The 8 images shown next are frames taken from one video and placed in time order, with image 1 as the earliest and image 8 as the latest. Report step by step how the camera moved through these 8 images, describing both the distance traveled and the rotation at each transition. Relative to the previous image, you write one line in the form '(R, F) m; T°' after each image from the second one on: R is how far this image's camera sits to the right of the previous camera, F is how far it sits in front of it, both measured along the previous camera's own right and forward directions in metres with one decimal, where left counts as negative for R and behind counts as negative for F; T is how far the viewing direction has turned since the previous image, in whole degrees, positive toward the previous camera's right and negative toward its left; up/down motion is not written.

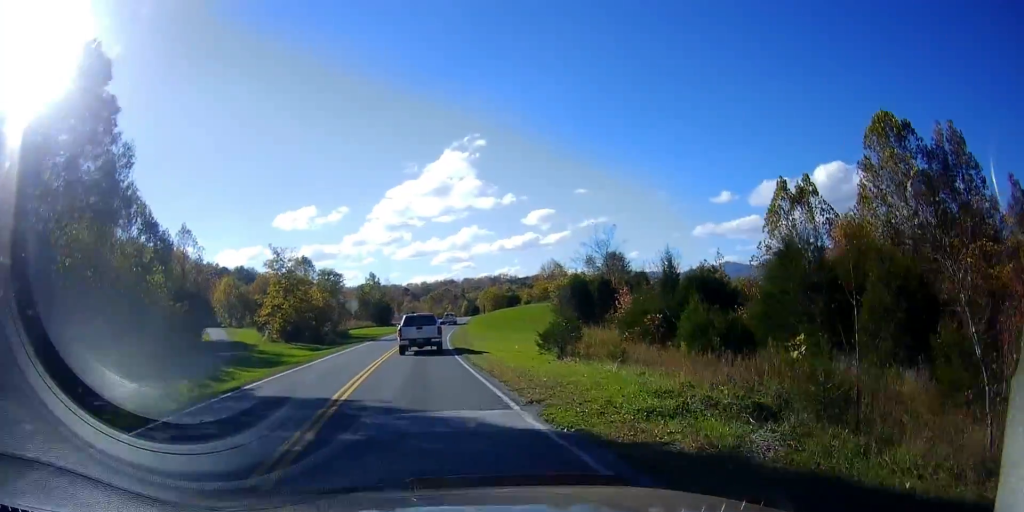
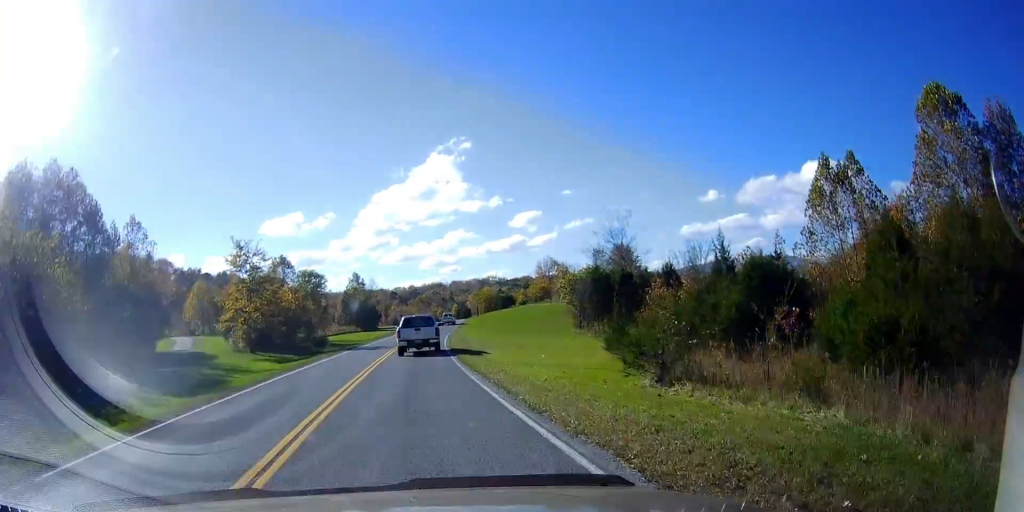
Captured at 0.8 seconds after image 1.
(+0.2, +10.1) m; 0°
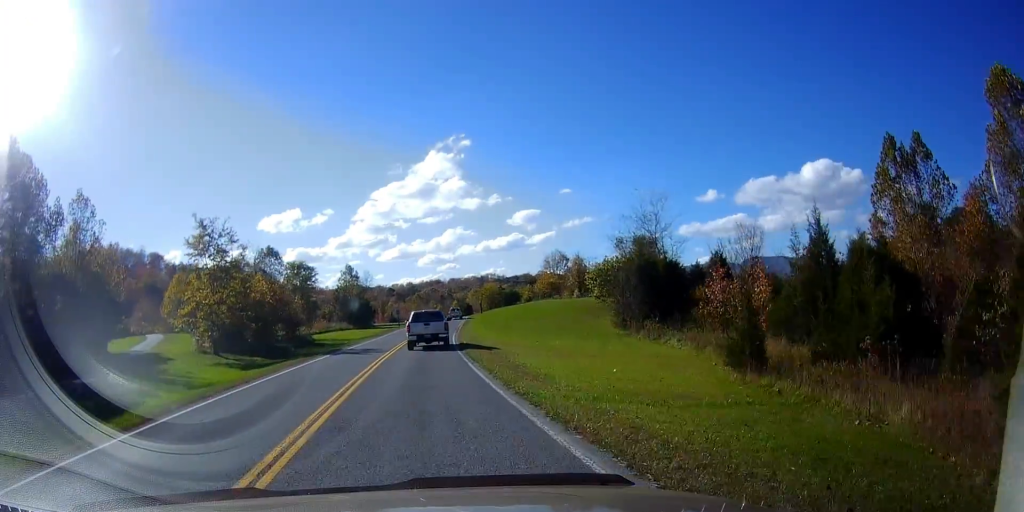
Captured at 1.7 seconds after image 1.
(0.0, +10.2) m; -1°
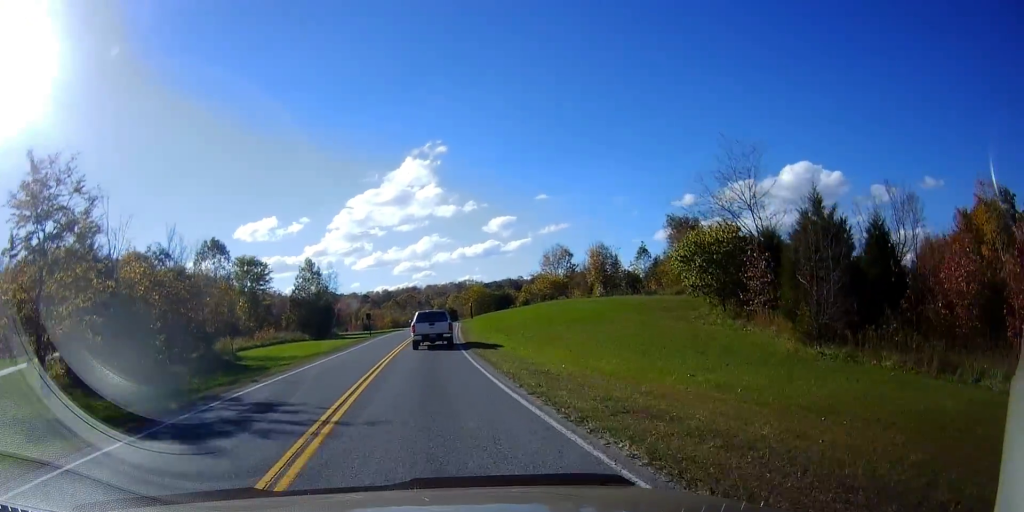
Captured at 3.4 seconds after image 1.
(+0.4, +21.3) m; +2°
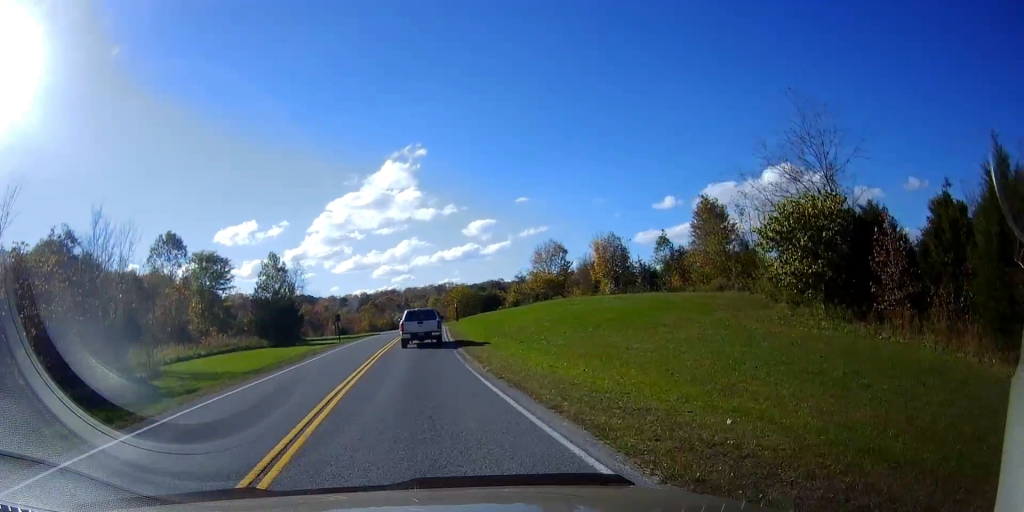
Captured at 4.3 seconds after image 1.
(-0.4, +10.8) m; -2°
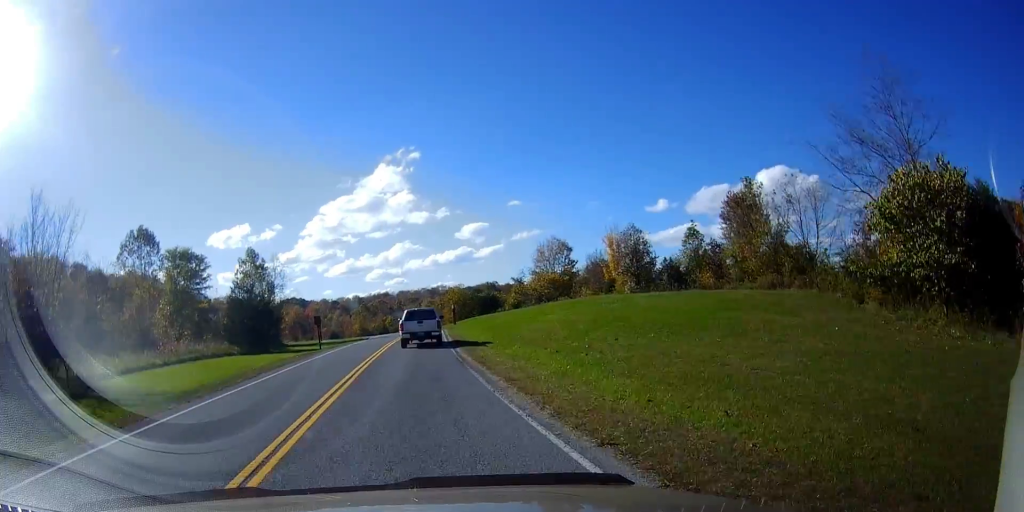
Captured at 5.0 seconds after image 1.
(0.0, +7.4) m; +2°
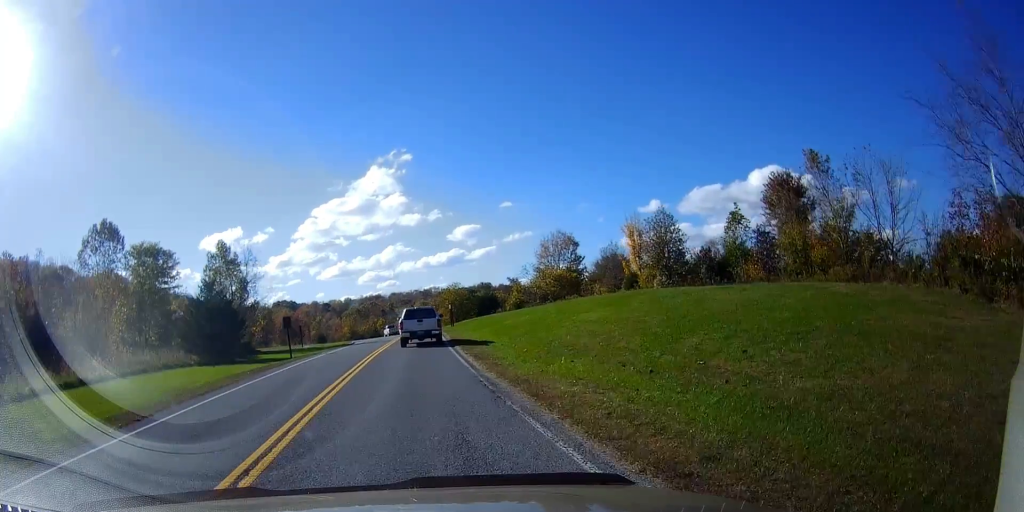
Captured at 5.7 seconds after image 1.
(+0.1, +8.2) m; +2°
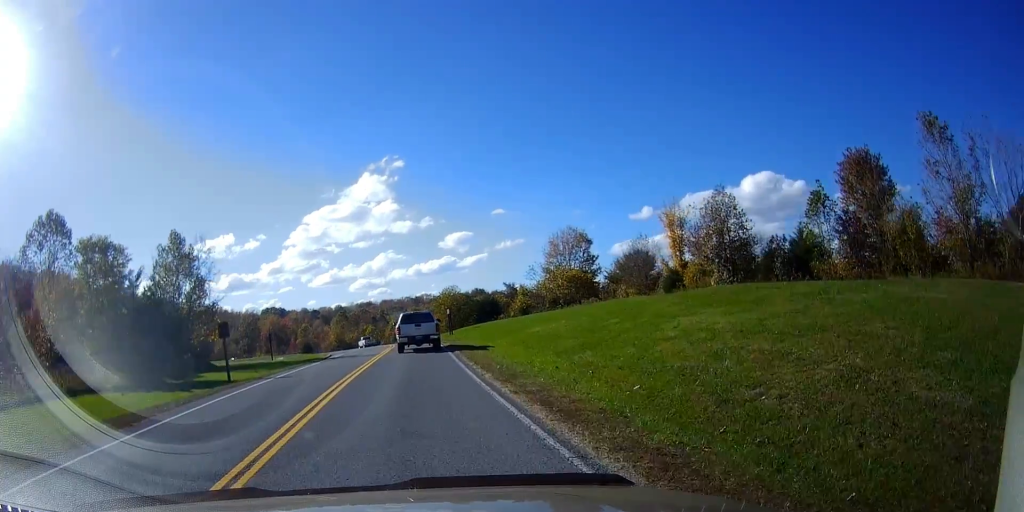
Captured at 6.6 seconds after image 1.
(+0.3, +10.6) m; +2°
